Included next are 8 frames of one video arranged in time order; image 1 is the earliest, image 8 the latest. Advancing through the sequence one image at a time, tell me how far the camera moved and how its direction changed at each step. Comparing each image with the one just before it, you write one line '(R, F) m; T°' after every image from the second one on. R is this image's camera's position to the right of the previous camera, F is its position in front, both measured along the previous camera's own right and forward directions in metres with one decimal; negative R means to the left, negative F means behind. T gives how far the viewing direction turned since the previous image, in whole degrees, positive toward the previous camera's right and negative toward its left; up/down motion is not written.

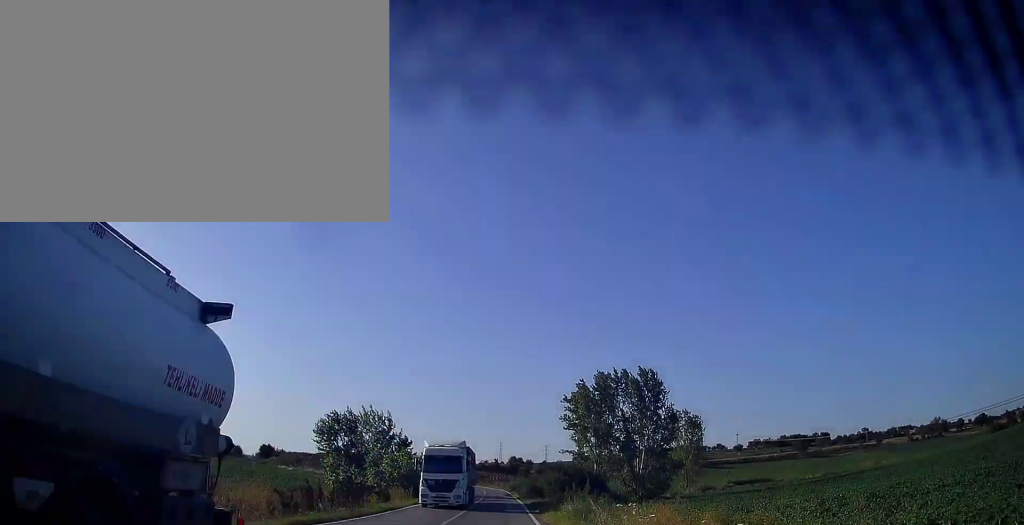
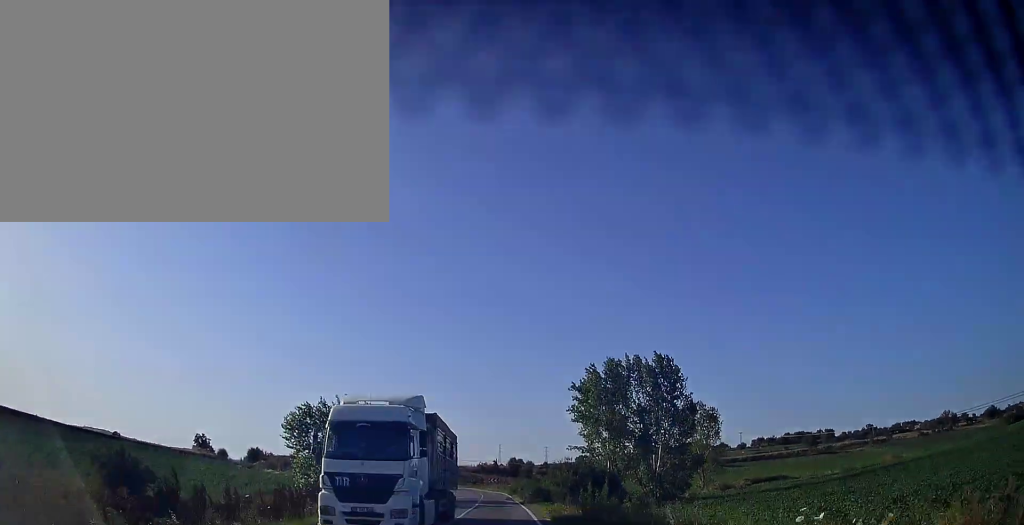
(+0.1, +9.7) m; 0°
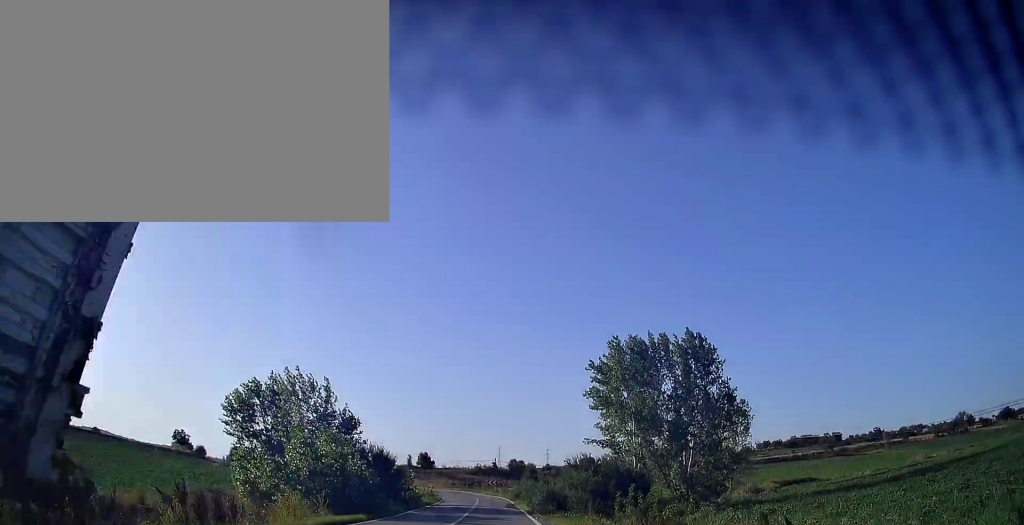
(-0.1, +13.3) m; -1°
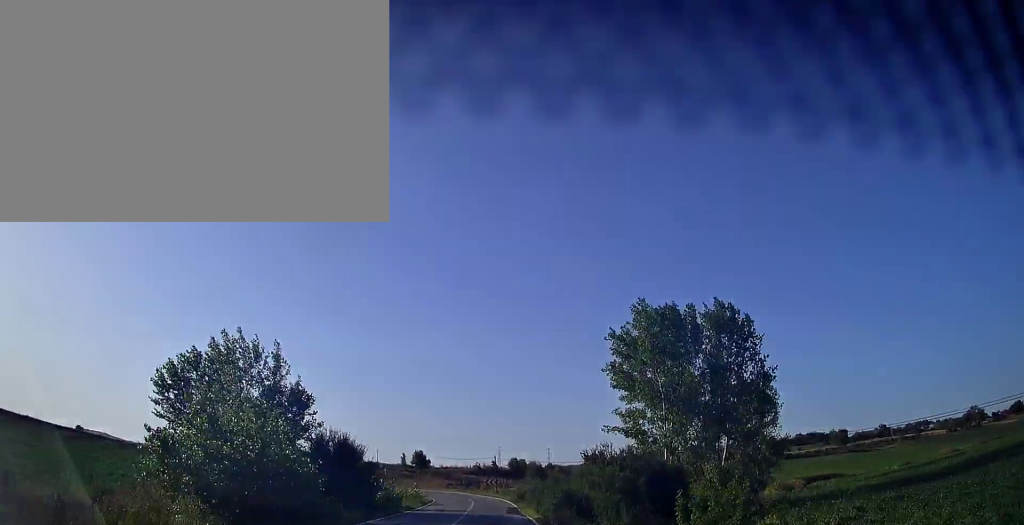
(0.0, +10.1) m; 0°
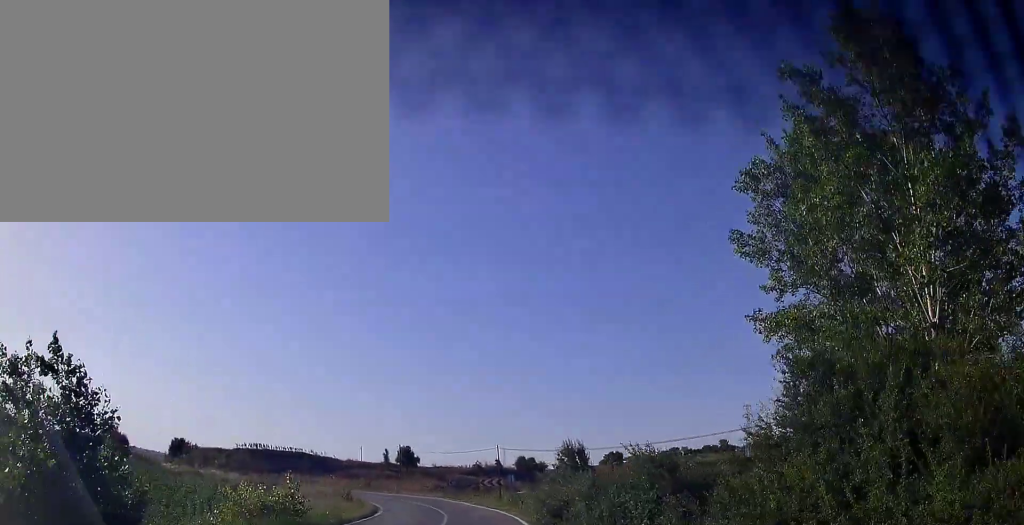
(0.0, +28.7) m; 0°
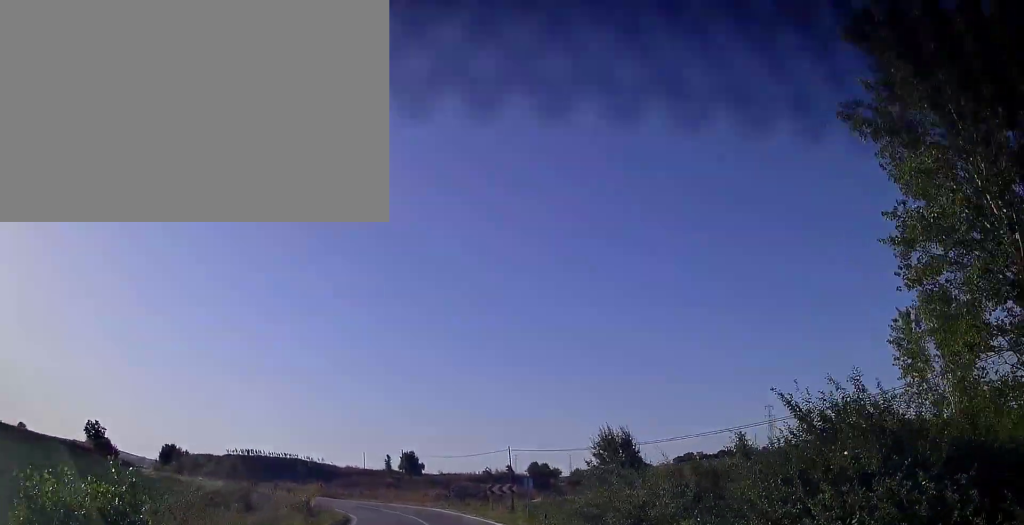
(0.0, +9.7) m; -1°
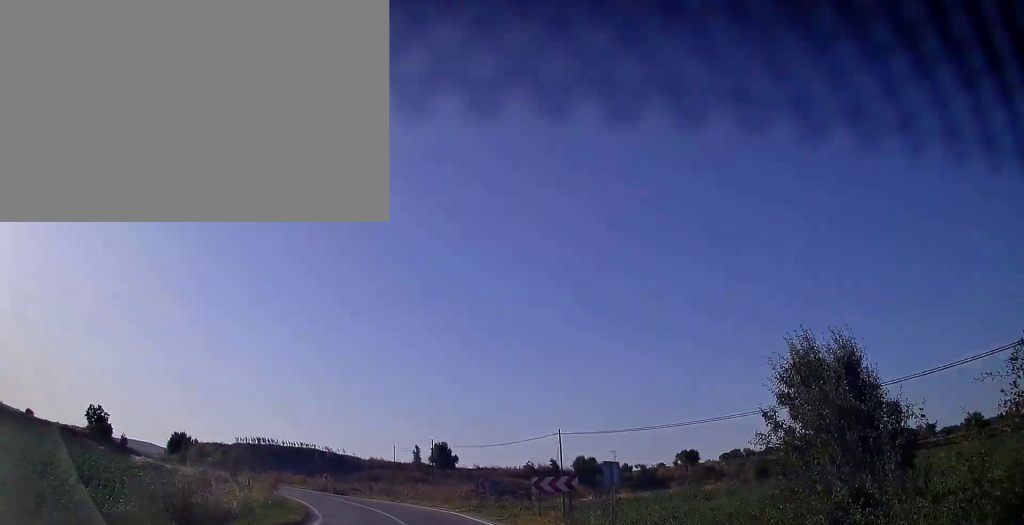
(-0.1, +13.7) m; -3°
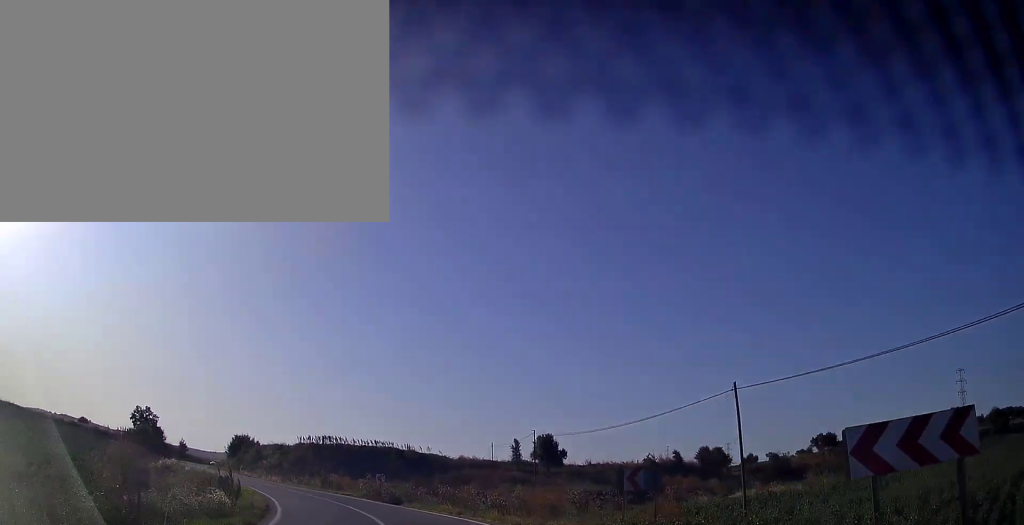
(-0.9, +18.3) m; -9°
